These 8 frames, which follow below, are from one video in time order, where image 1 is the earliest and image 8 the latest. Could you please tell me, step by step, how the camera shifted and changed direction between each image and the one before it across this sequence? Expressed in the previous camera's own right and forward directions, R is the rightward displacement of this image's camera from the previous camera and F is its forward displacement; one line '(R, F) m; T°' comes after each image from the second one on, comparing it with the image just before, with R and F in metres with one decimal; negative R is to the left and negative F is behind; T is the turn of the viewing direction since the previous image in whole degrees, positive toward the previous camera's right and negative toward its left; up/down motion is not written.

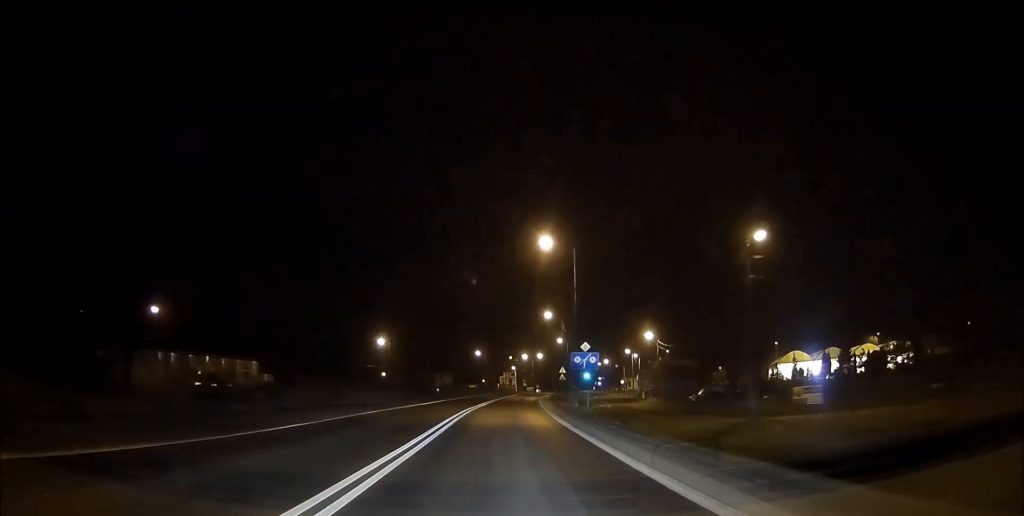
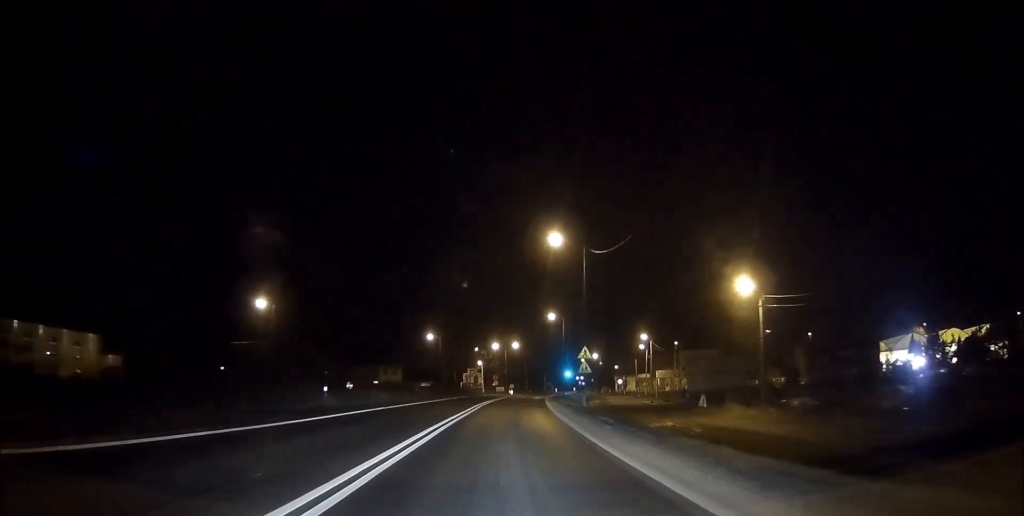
(+0.8, +41.0) m; +2°
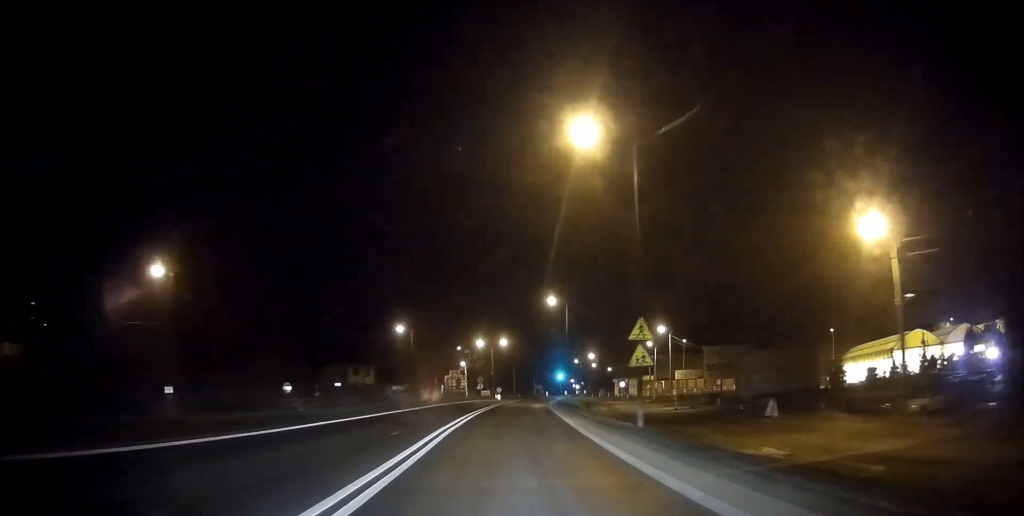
(+0.2, +17.6) m; +1°
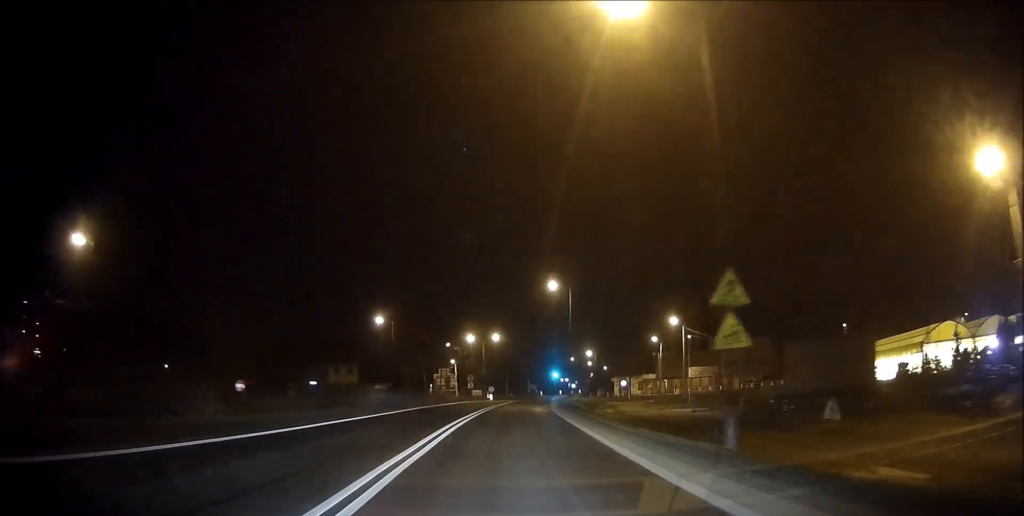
(0.0, +8.8) m; +1°
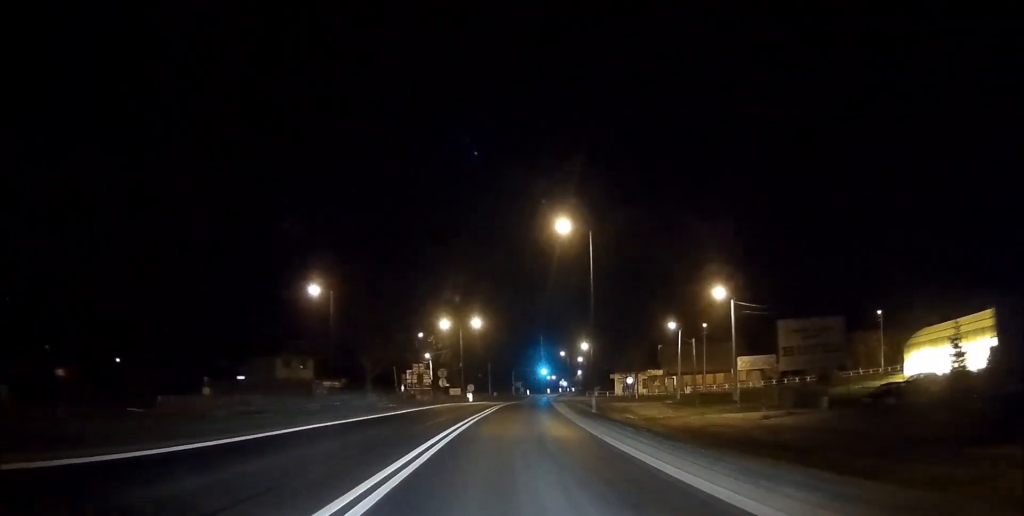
(+0.1, +19.3) m; +1°
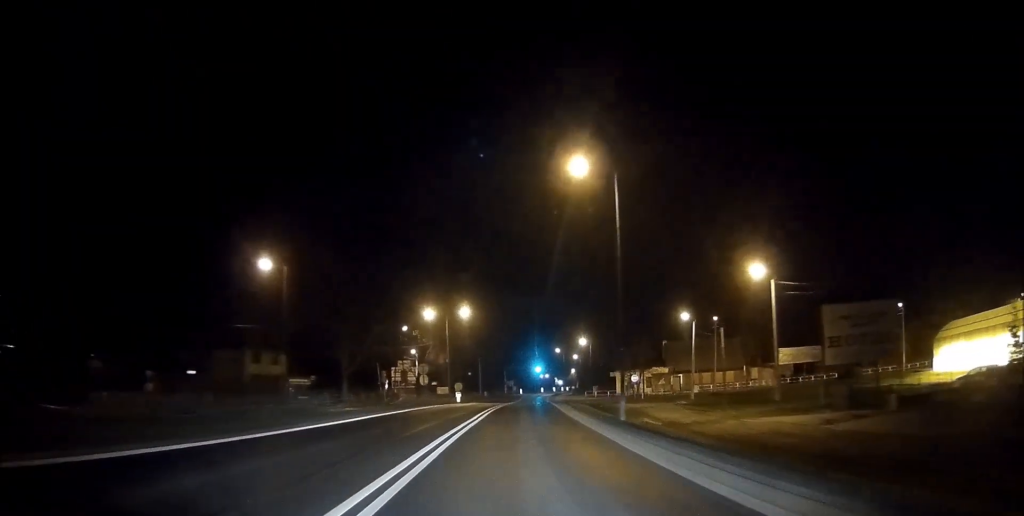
(+0.1, +9.4) m; +1°
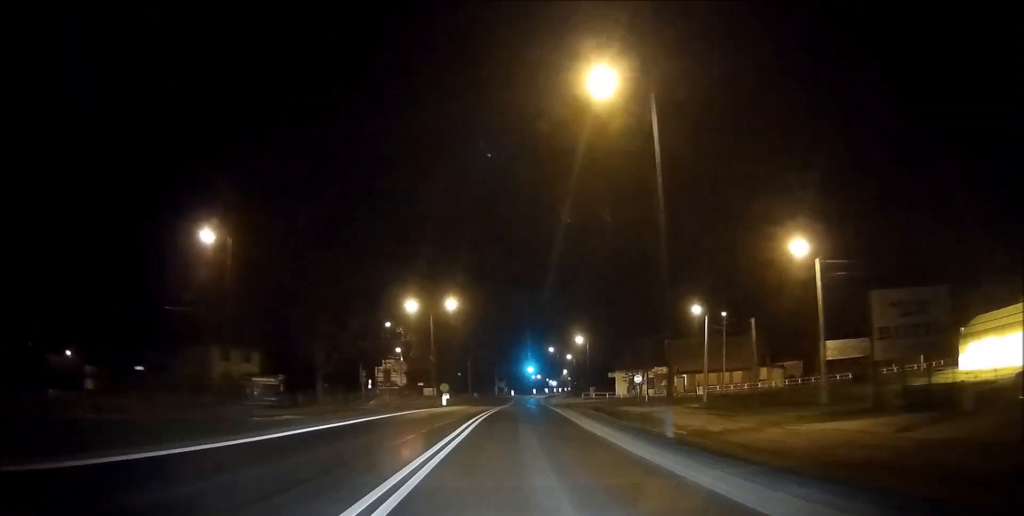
(0.0, +7.6) m; +1°
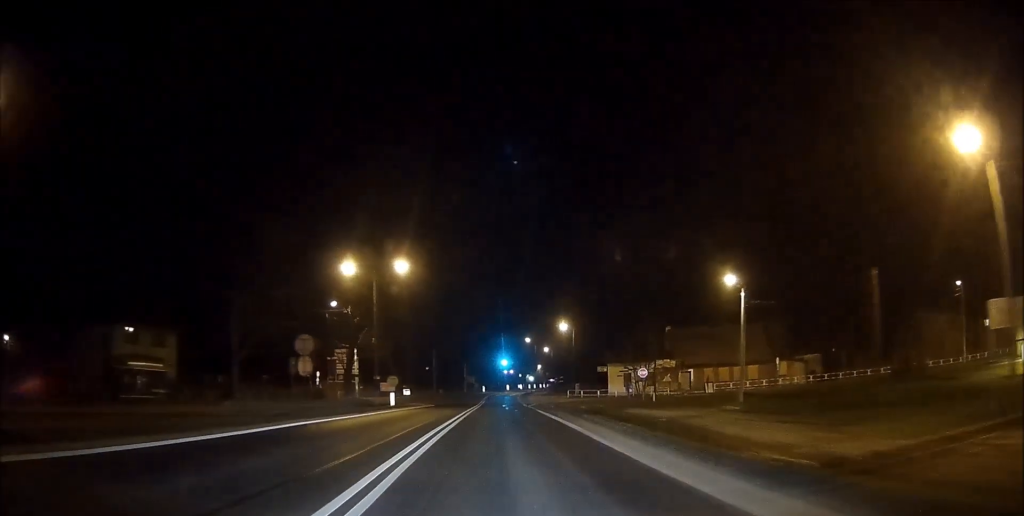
(+0.3, +17.0) m; +2°
